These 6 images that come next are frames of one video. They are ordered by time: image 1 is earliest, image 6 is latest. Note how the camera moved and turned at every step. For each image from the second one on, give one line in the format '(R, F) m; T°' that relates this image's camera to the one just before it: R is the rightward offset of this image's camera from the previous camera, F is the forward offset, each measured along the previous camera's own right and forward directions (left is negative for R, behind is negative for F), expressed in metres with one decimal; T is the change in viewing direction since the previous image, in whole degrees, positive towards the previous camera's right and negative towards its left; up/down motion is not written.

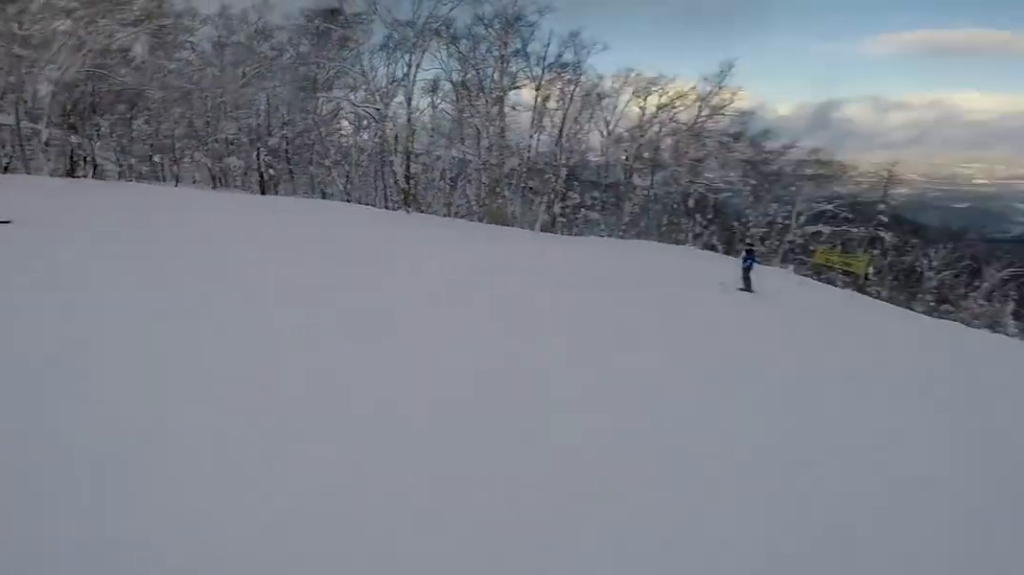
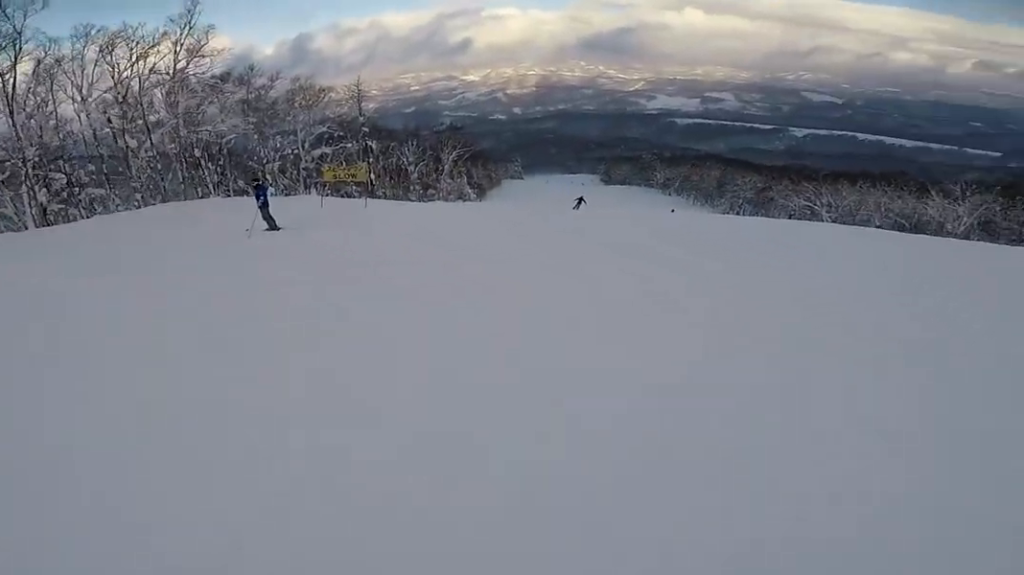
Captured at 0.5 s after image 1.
(+0.2, +2.6) m; +5°
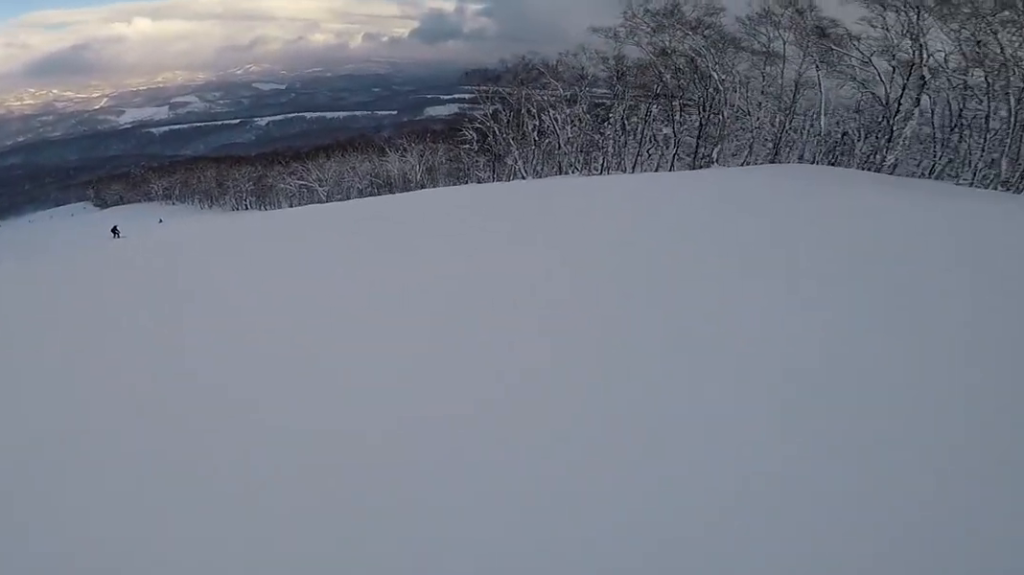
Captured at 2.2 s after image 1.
(+1.7, +9.5) m; +15°
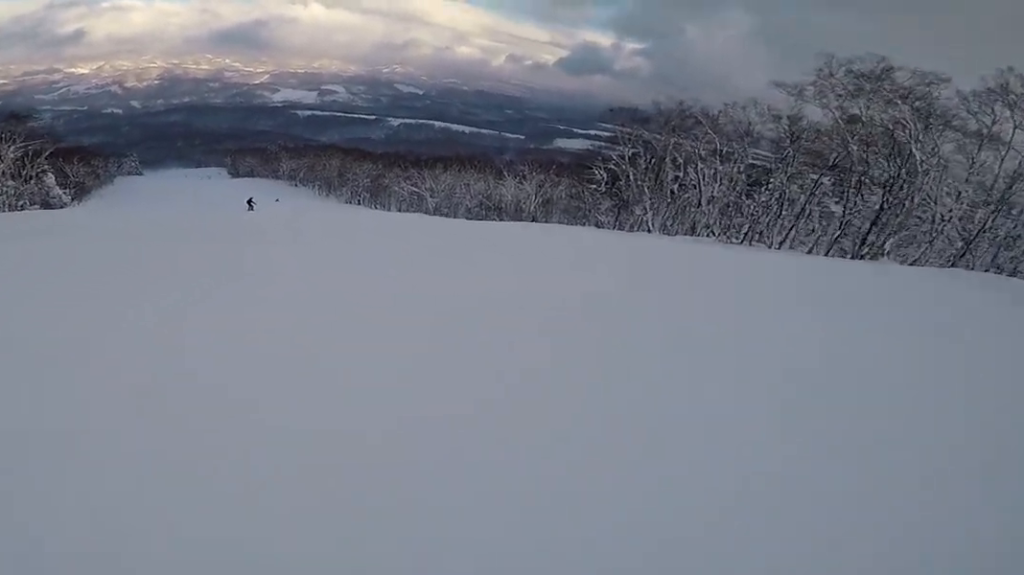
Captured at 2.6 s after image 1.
(+0.5, +2.4) m; -3°
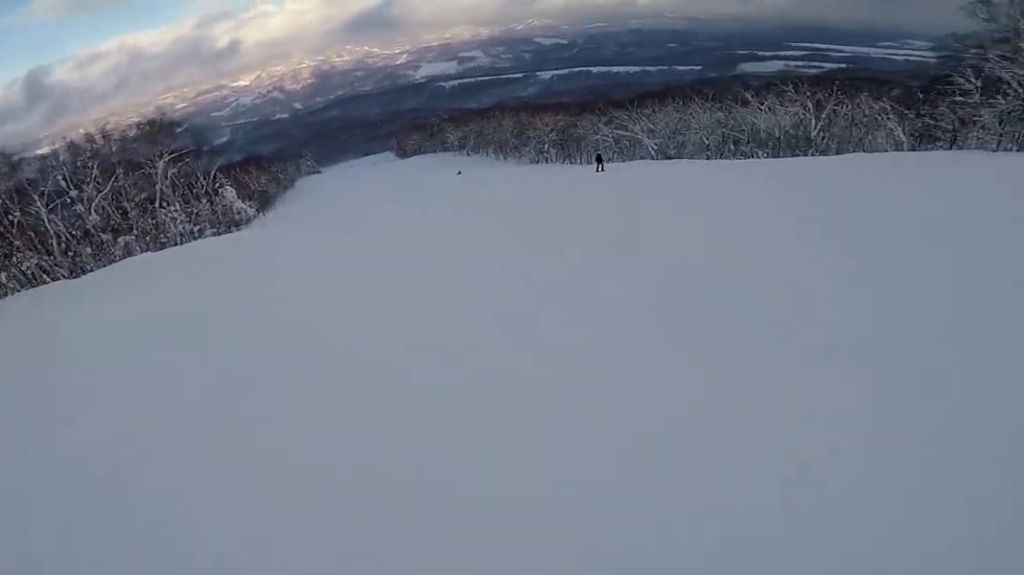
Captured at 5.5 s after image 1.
(-5.9, +16.1) m; -6°
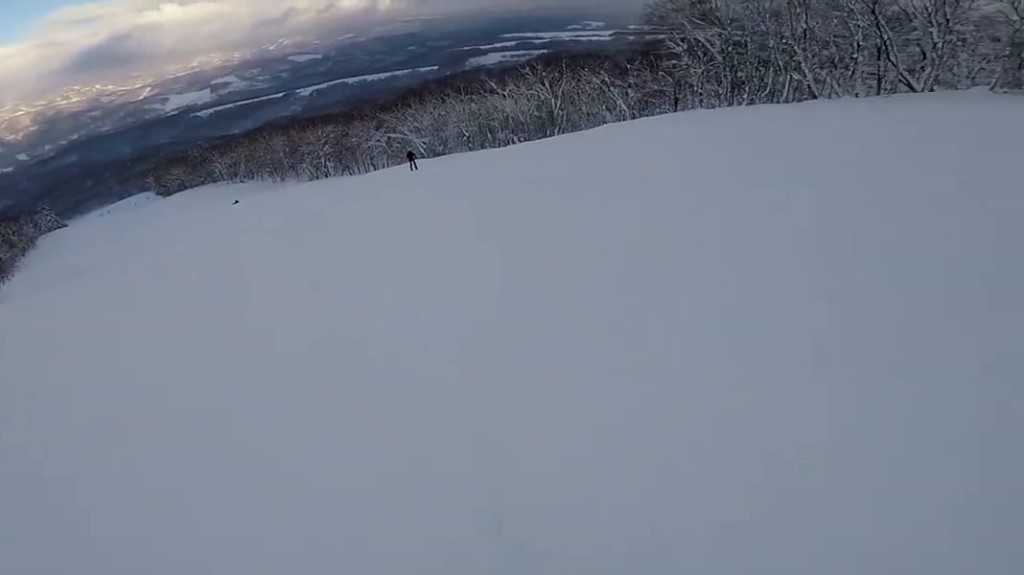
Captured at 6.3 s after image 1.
(+1.0, +4.5) m; +18°
